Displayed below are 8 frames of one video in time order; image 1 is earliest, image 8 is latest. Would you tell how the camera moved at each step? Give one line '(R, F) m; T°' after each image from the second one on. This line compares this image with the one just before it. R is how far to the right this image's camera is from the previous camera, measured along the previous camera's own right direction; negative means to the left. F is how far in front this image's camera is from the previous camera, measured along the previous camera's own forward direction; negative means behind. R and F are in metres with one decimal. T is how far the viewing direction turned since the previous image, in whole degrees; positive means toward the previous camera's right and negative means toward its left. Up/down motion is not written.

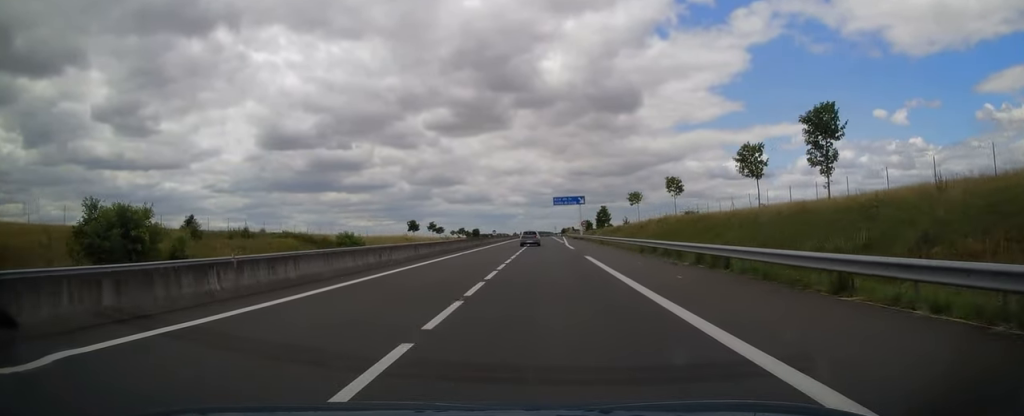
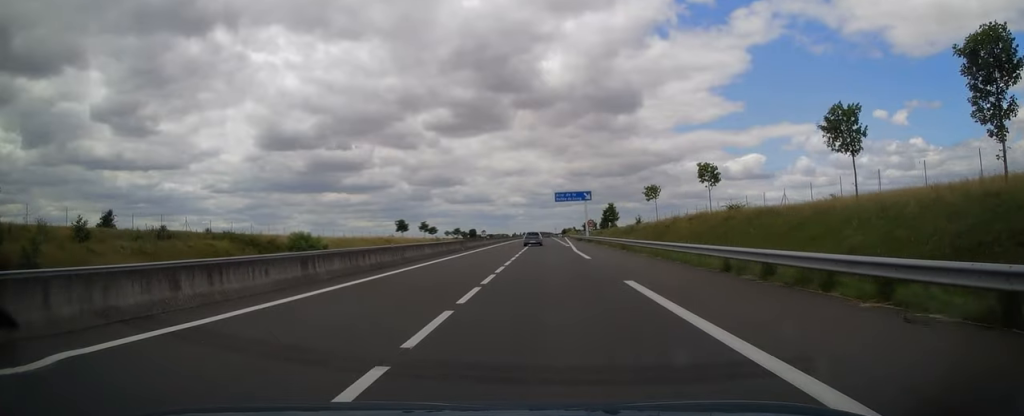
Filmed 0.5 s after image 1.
(0.0, +14.1) m; 0°
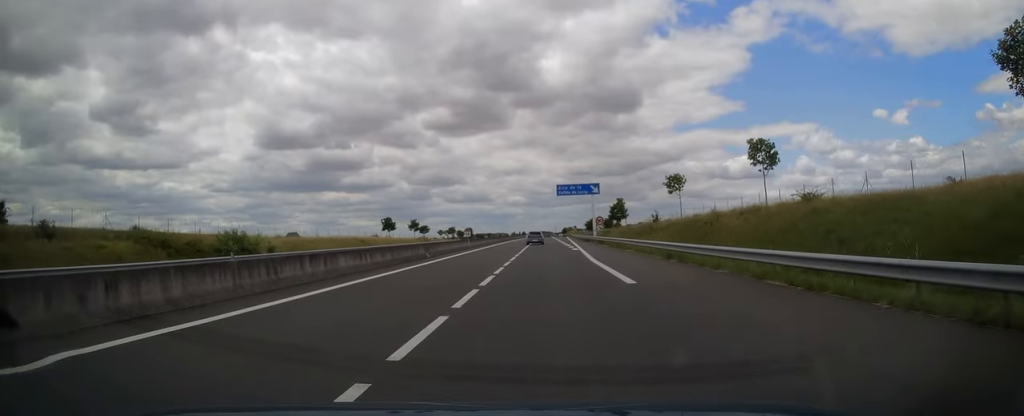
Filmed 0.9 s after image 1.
(+0.1, +13.7) m; 0°
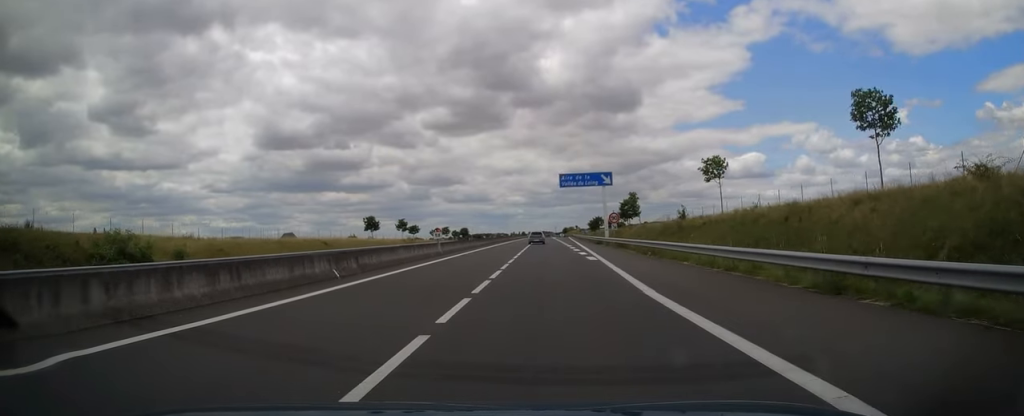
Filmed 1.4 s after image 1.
(-0.1, +14.7) m; 0°
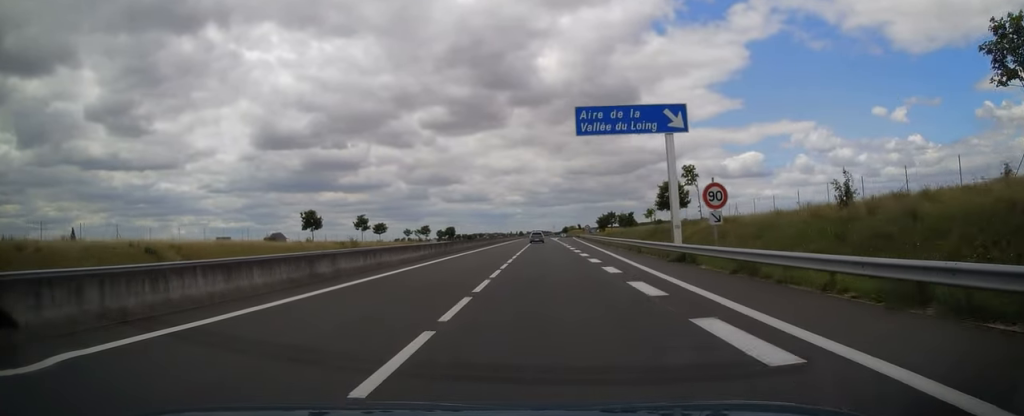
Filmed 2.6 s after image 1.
(-0.1, +34.3) m; 0°
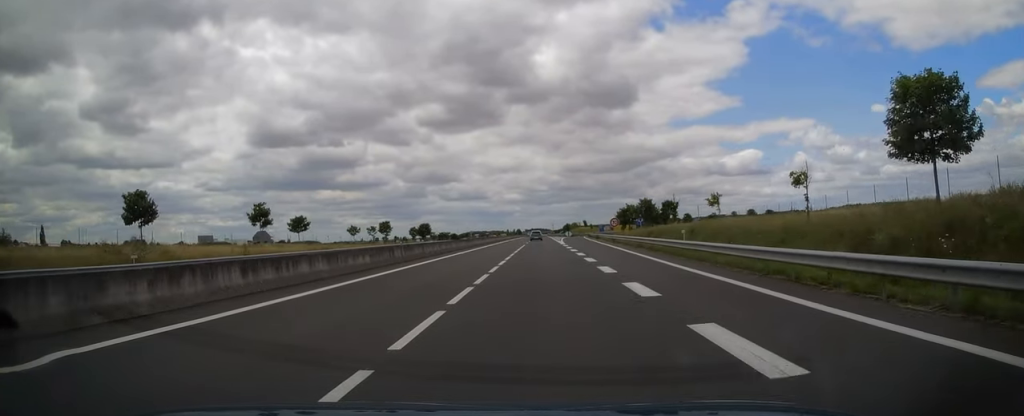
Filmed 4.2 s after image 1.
(-0.3, +45.5) m; 0°
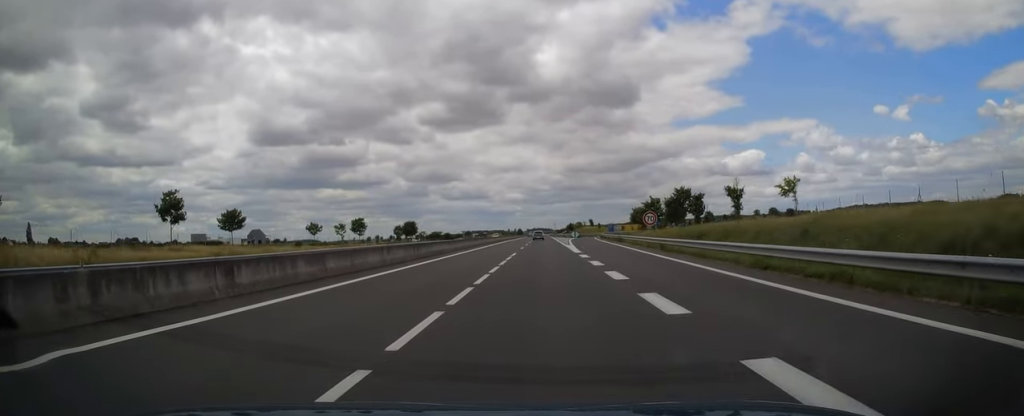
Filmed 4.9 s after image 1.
(+0.4, +21.5) m; +1°
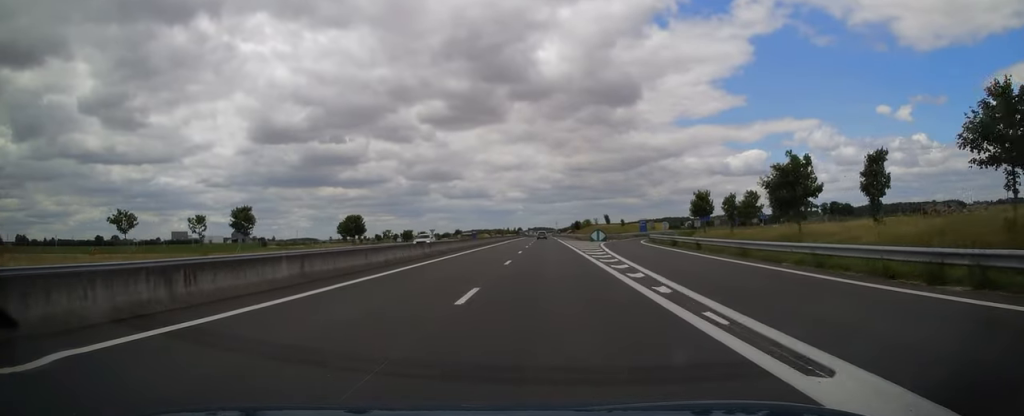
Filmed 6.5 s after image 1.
(-0.1, +47.5) m; -1°
